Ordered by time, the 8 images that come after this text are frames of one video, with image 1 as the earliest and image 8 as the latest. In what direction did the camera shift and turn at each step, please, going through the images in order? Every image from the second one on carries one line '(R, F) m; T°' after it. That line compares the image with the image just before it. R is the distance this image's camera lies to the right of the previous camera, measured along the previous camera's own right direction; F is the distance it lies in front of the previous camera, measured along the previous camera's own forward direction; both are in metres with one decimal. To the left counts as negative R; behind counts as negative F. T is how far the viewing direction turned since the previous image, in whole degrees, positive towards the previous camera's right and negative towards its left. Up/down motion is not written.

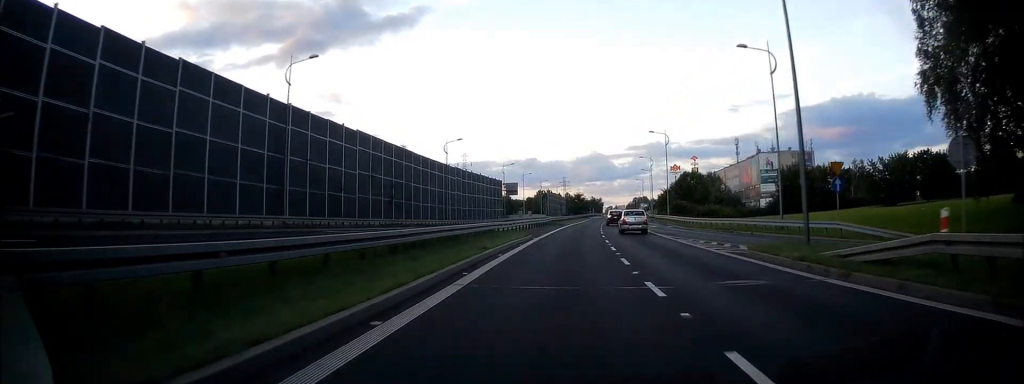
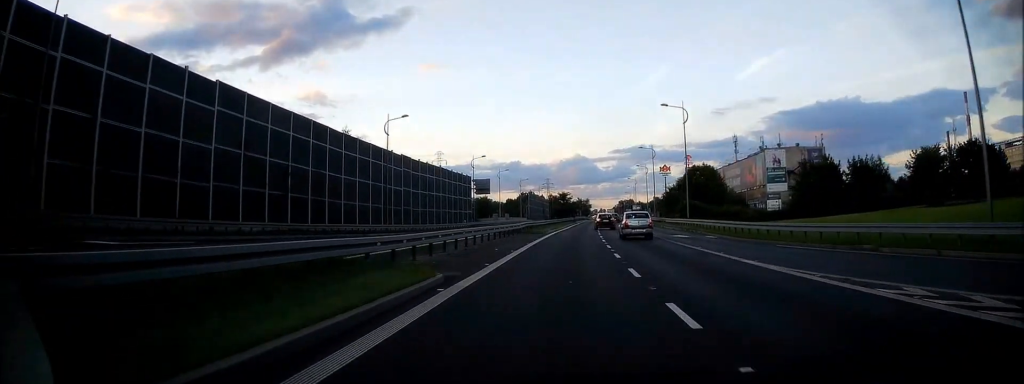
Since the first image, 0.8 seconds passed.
(+0.3, +20.9) m; +2°
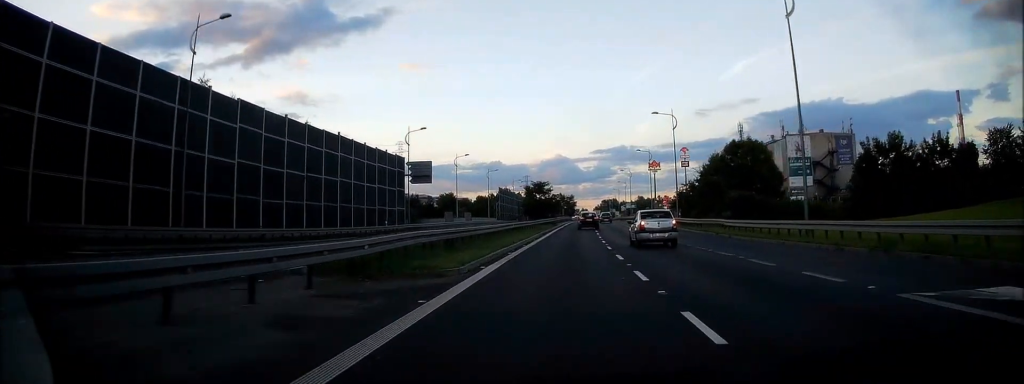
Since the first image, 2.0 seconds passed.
(+0.8, +31.4) m; +2°
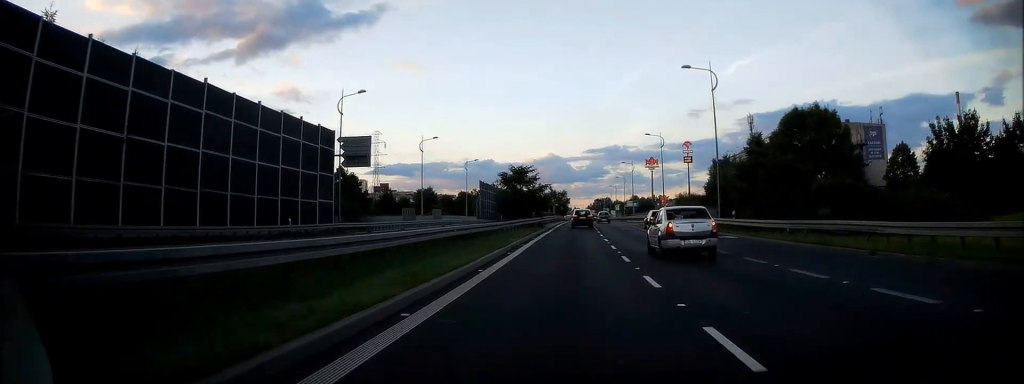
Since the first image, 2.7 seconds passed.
(+0.2, +19.2) m; +1°
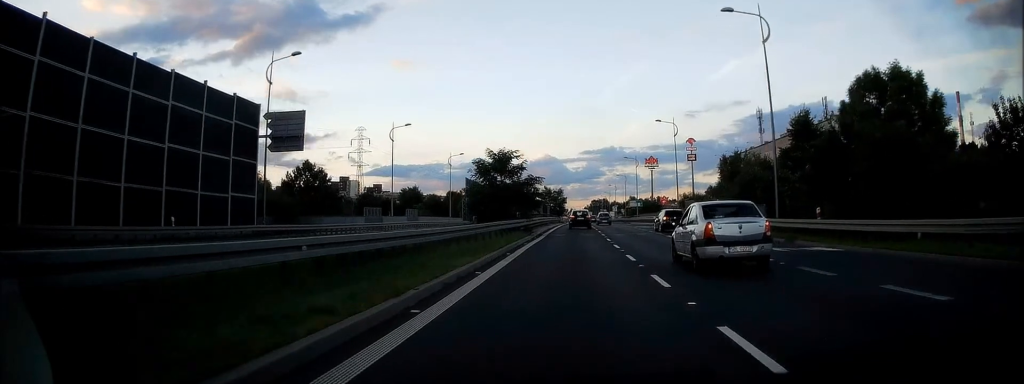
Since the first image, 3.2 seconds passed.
(+0.1, +12.3) m; +1°
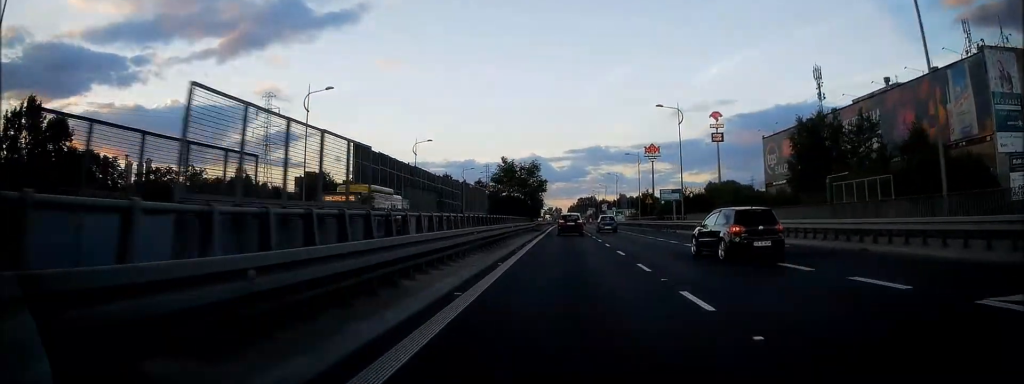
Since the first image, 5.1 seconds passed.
(+0.8, +51.1) m; +1°
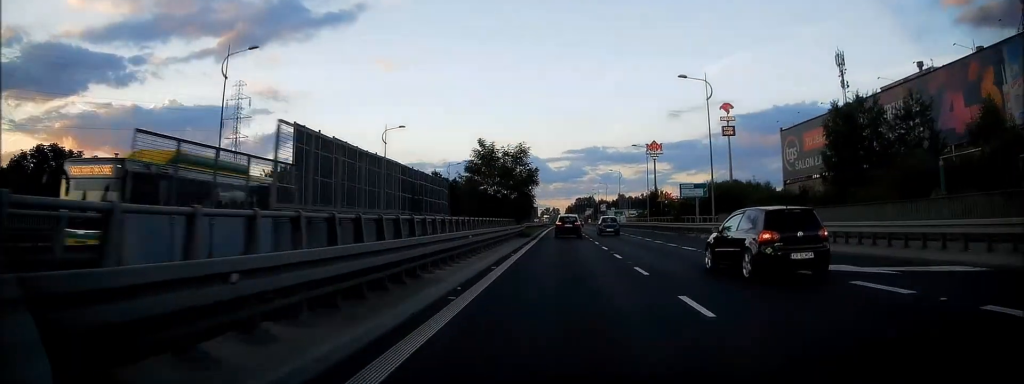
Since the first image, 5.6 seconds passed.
(0.0, +12.3) m; 0°
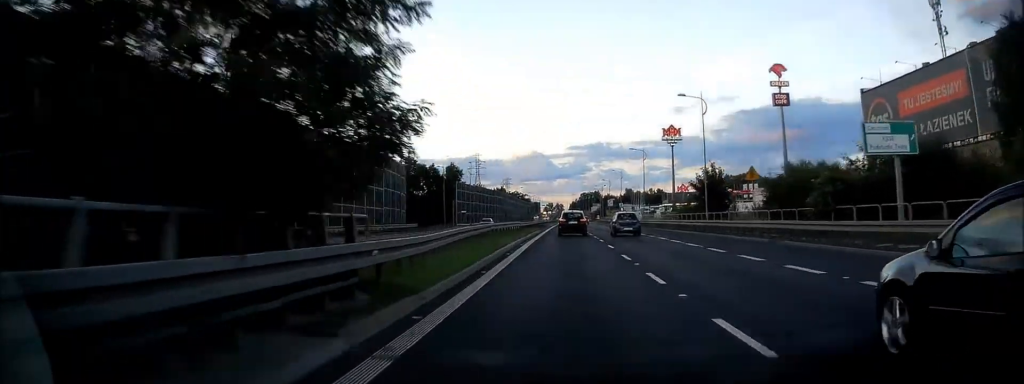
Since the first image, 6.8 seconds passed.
(0.0, +31.6) m; 0°
